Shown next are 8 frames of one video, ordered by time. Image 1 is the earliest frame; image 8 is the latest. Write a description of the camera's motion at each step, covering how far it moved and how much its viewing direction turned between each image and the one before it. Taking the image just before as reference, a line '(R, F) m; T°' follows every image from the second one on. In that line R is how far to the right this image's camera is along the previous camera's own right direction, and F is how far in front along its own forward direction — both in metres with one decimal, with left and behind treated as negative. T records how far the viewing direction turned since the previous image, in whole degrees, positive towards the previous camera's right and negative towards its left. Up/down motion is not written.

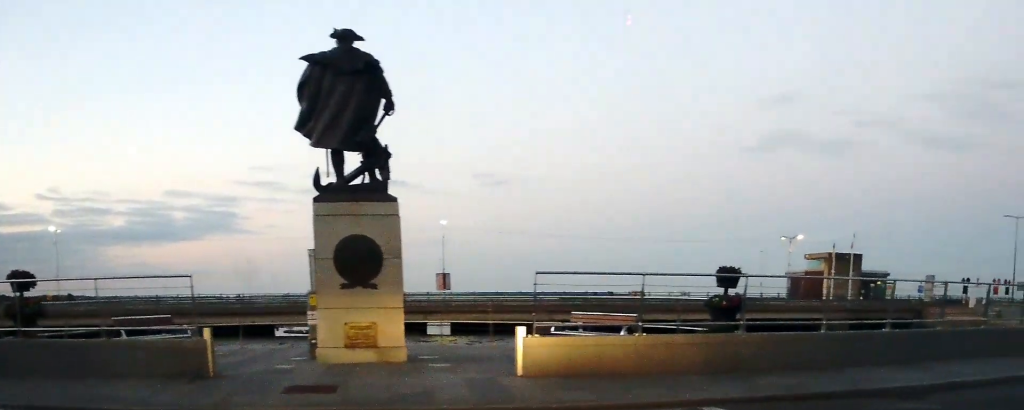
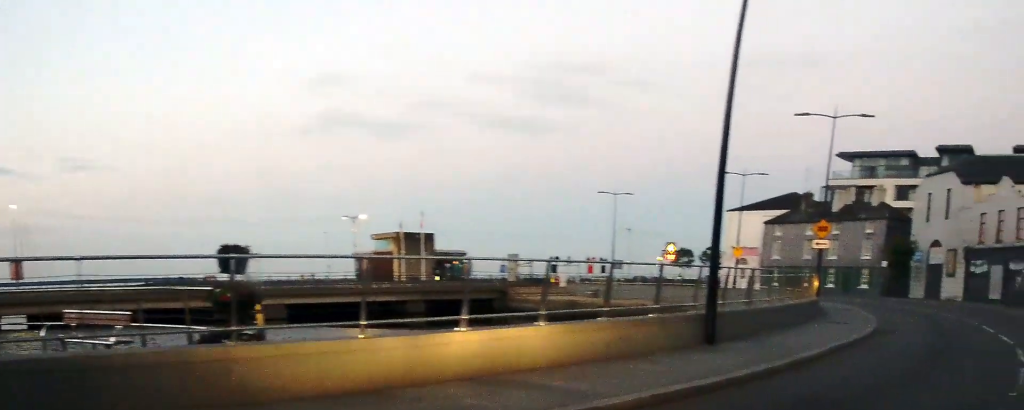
(+0.8, +3.9) m; +23°
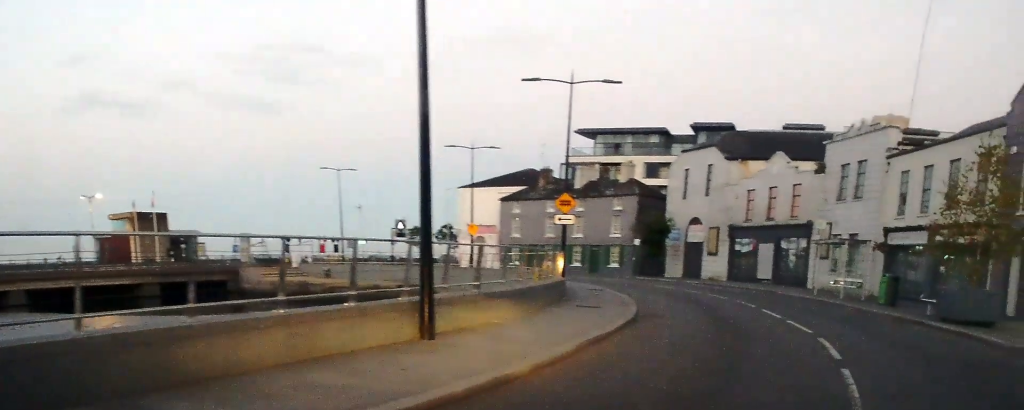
(+0.2, +2.7) m; +14°
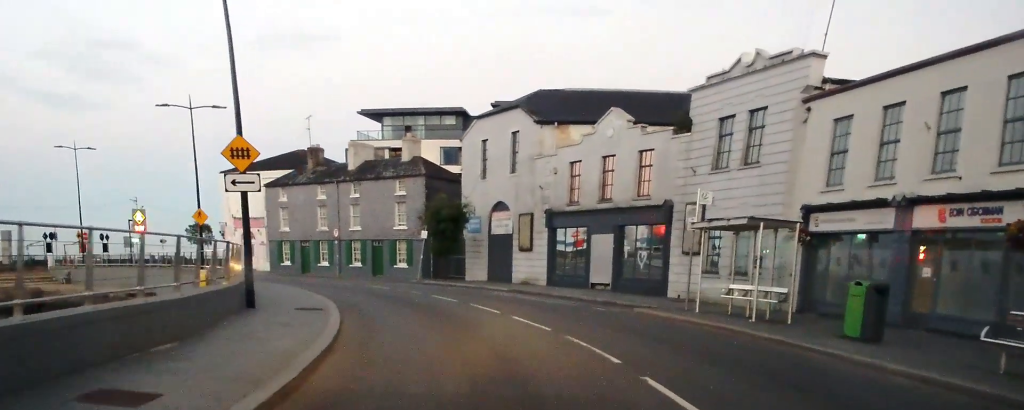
(+3.2, +13.3) m; +13°
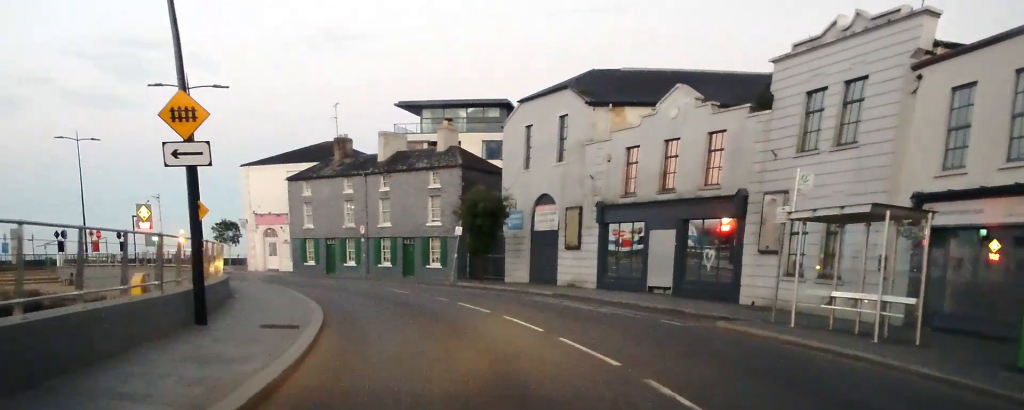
(-0.2, +4.7) m; -5°
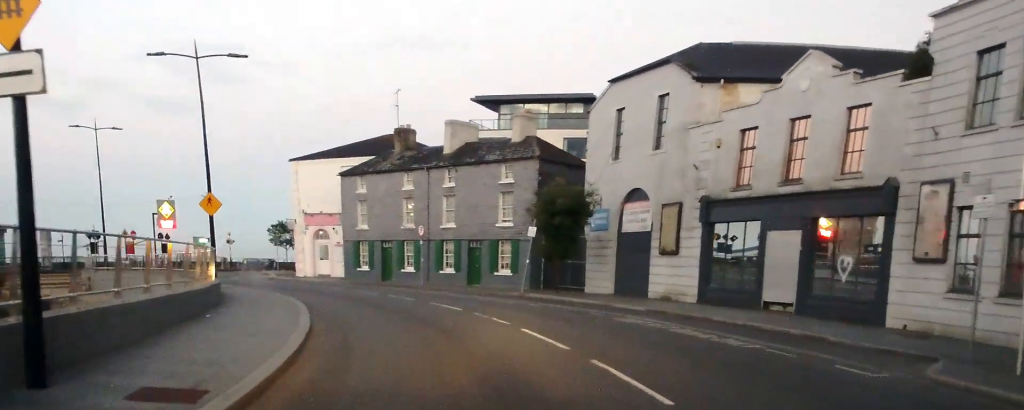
(-0.4, +6.0) m; -8°
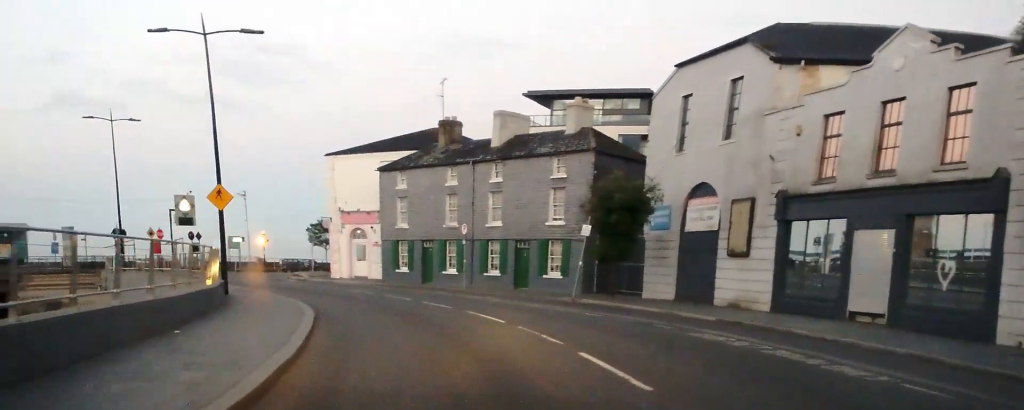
(0.0, +3.2) m; -5°
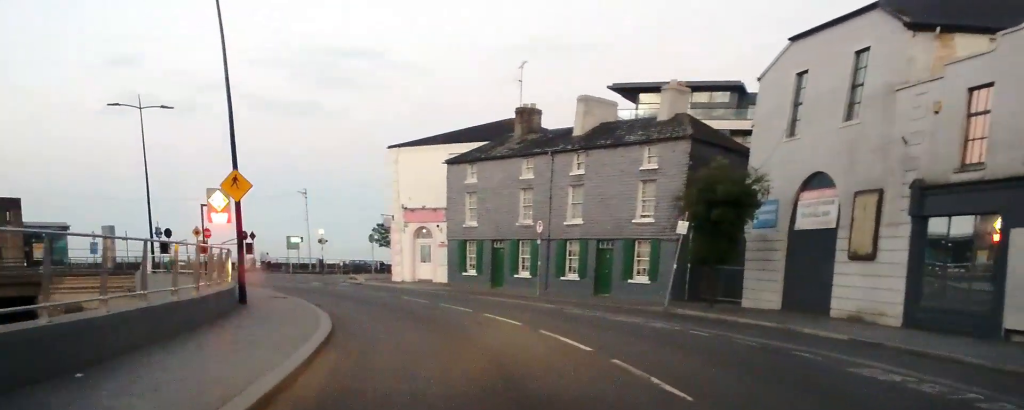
(-0.4, +4.4) m; -5°
